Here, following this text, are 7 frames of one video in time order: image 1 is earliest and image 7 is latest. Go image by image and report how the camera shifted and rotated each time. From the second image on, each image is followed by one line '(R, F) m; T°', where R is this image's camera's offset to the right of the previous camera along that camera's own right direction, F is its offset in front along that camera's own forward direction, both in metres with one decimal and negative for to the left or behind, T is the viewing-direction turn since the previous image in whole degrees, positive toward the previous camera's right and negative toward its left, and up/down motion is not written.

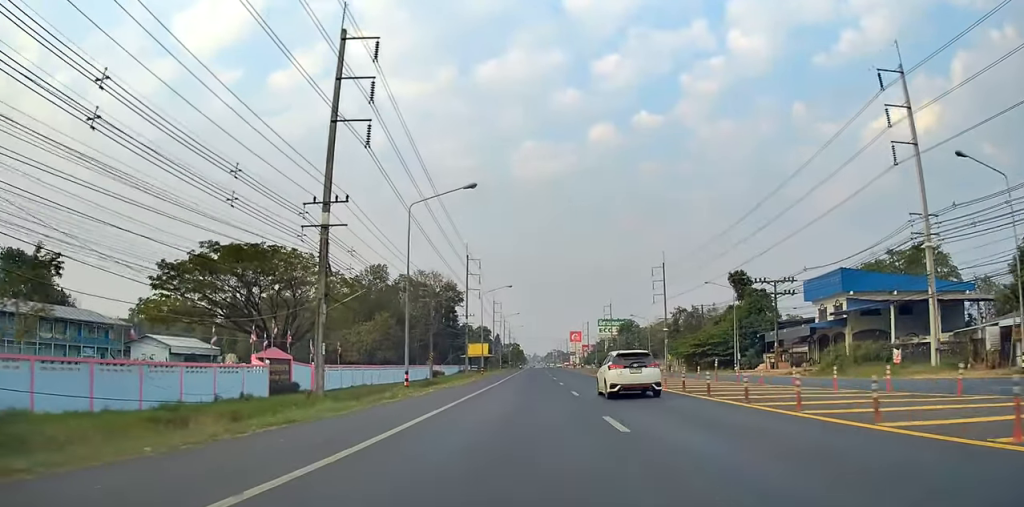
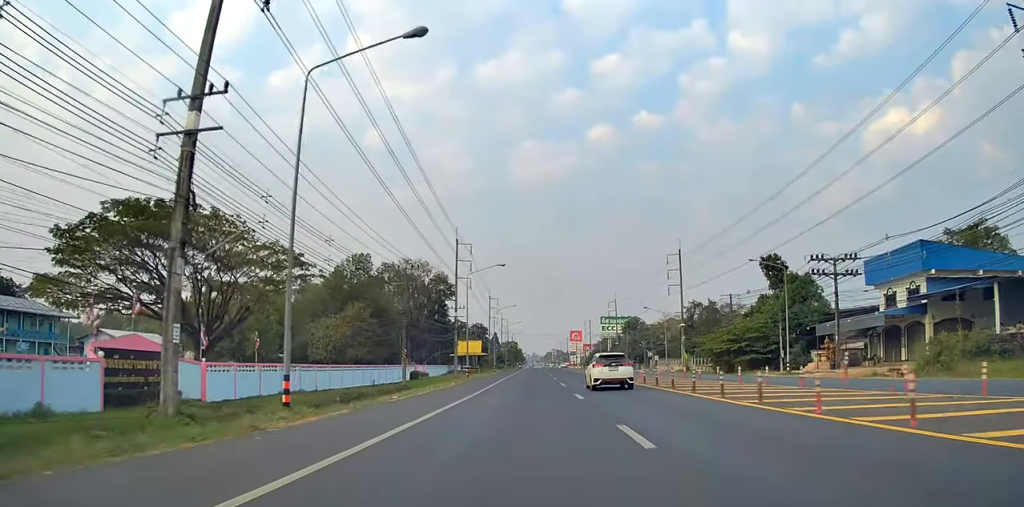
(0.0, +14.6) m; 0°
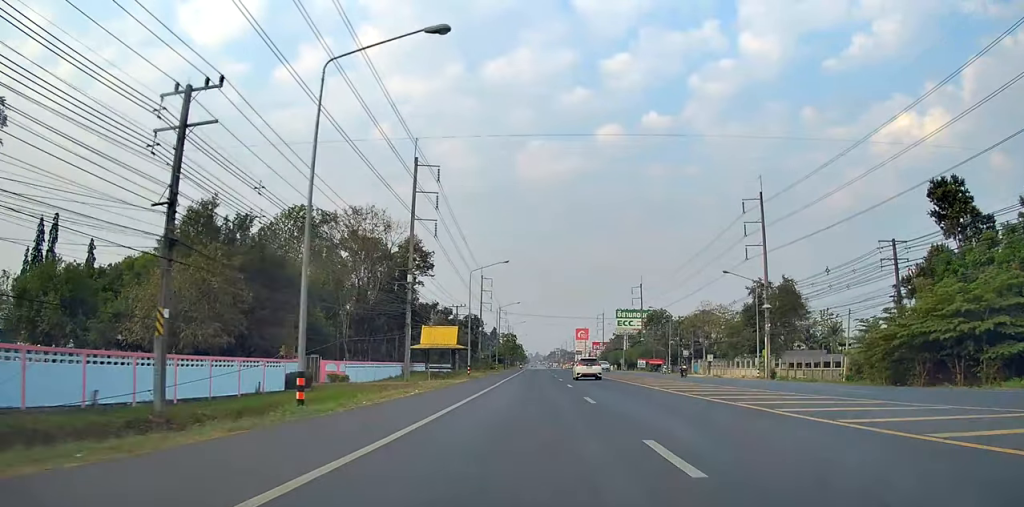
(-0.1, +37.8) m; -2°
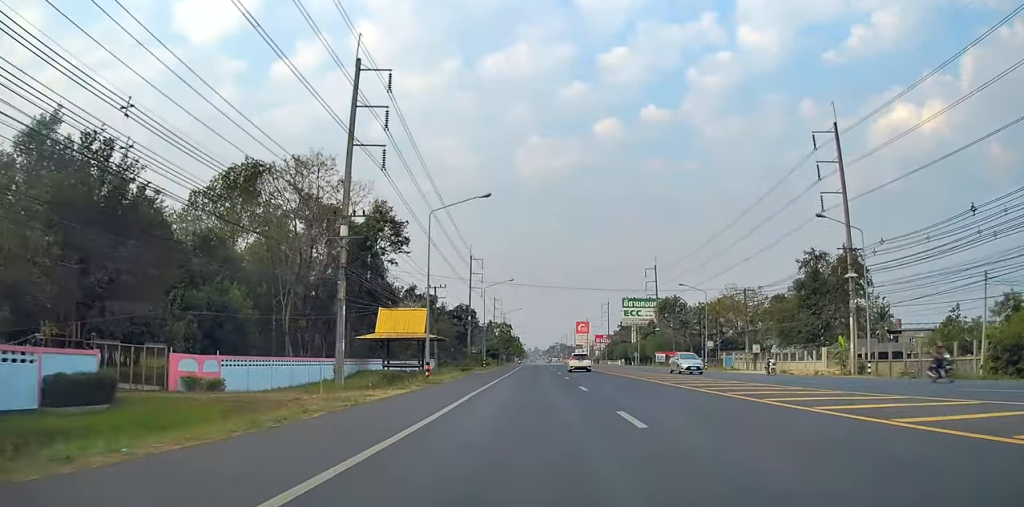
(-0.4, +19.7) m; +1°
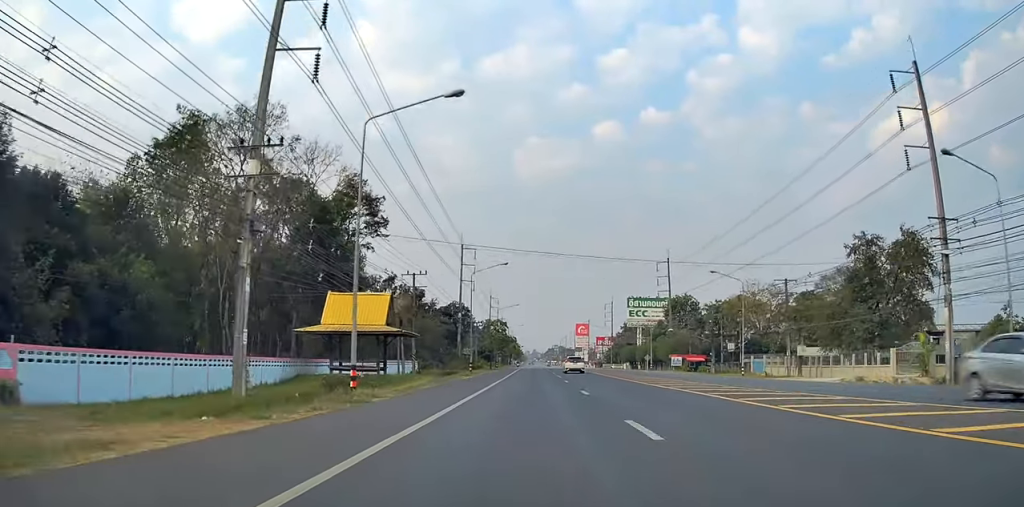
(+0.5, +12.9) m; +2°
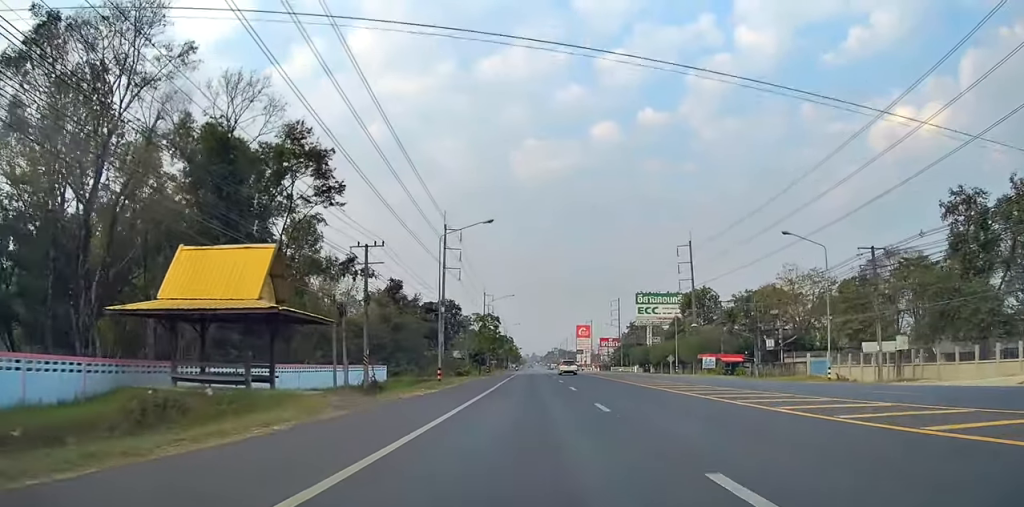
(-0.1, +17.7) m; -2°
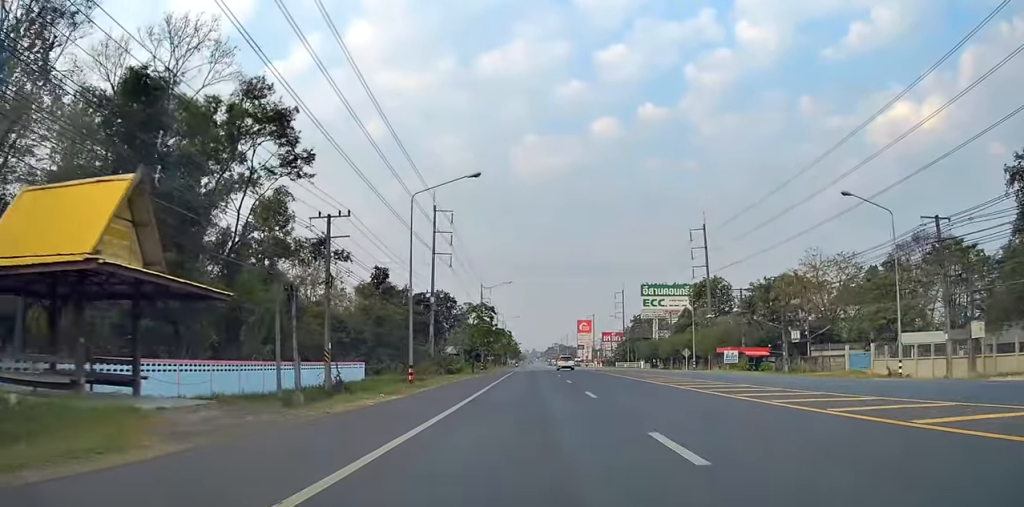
(-0.2, +8.4) m; 0°
